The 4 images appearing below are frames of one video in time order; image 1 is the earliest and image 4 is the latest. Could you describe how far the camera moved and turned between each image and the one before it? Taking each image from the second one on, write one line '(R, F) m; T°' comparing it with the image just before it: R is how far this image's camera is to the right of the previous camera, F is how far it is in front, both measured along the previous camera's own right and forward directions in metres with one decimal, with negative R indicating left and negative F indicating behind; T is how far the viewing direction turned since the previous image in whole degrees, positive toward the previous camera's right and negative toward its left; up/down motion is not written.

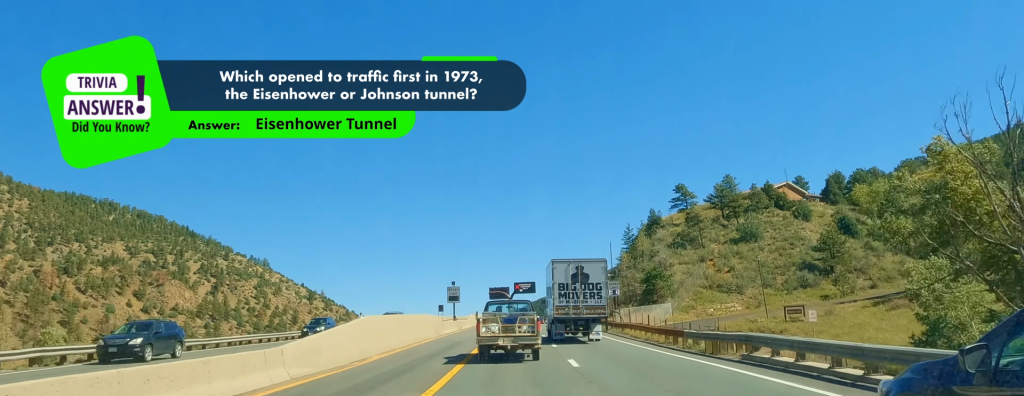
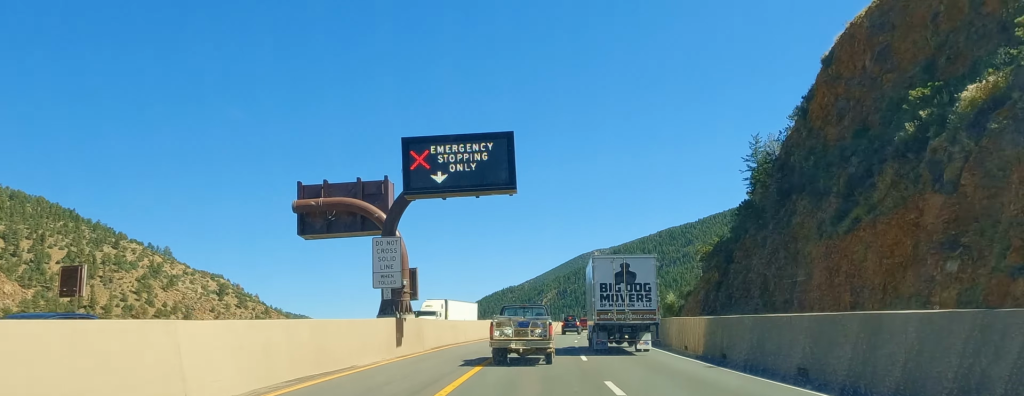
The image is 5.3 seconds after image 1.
(+3.5, +130.0) m; +6°
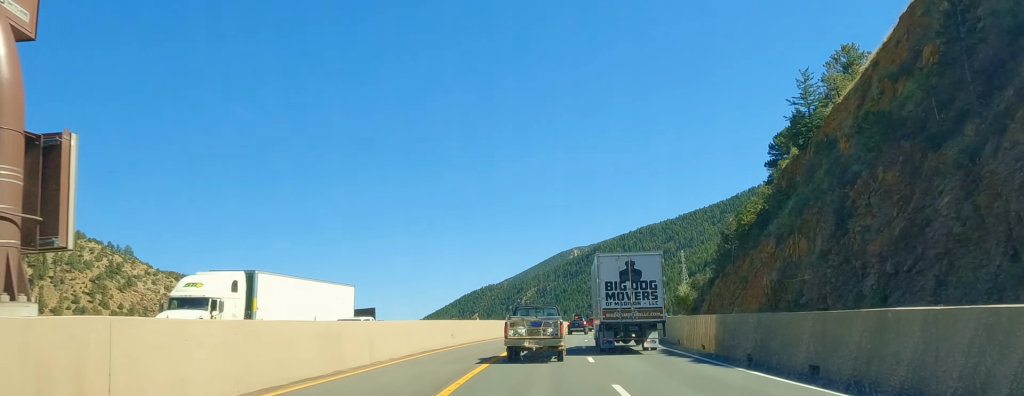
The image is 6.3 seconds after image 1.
(+0.8, +25.9) m; +3°
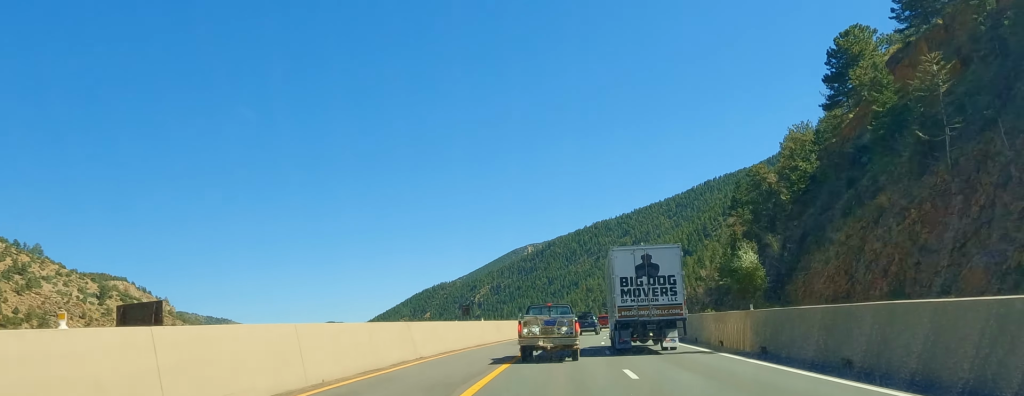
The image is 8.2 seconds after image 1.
(+1.3, +43.5) m; +4°
